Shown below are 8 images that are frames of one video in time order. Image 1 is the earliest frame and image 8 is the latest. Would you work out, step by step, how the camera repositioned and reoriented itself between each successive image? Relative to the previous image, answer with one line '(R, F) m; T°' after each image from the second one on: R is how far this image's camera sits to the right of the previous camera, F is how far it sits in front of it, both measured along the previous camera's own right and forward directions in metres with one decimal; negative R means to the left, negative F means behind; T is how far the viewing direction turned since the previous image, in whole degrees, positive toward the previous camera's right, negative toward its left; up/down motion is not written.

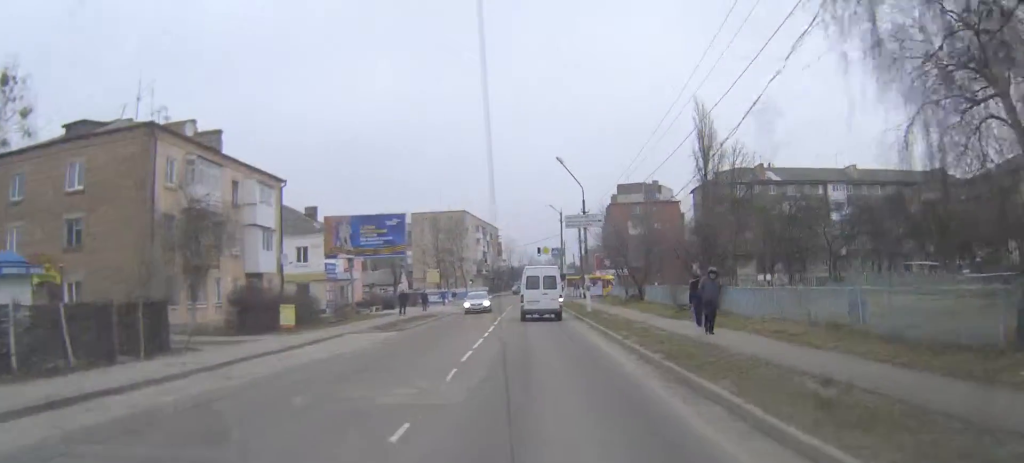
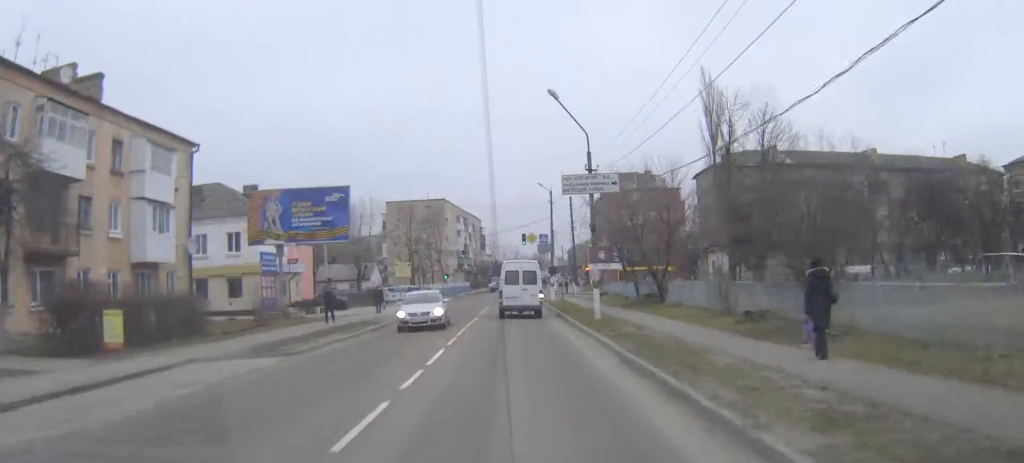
(+0.2, +13.1) m; +2°
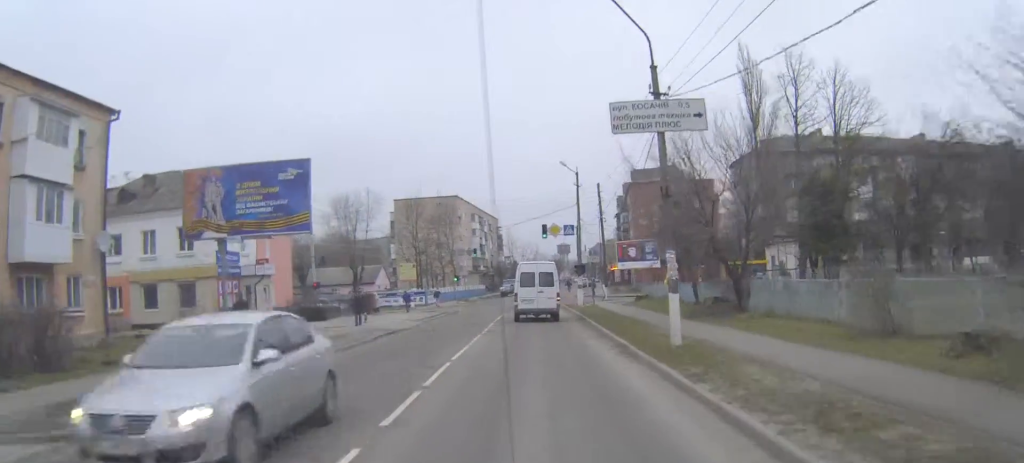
(+0.2, +11.0) m; +1°
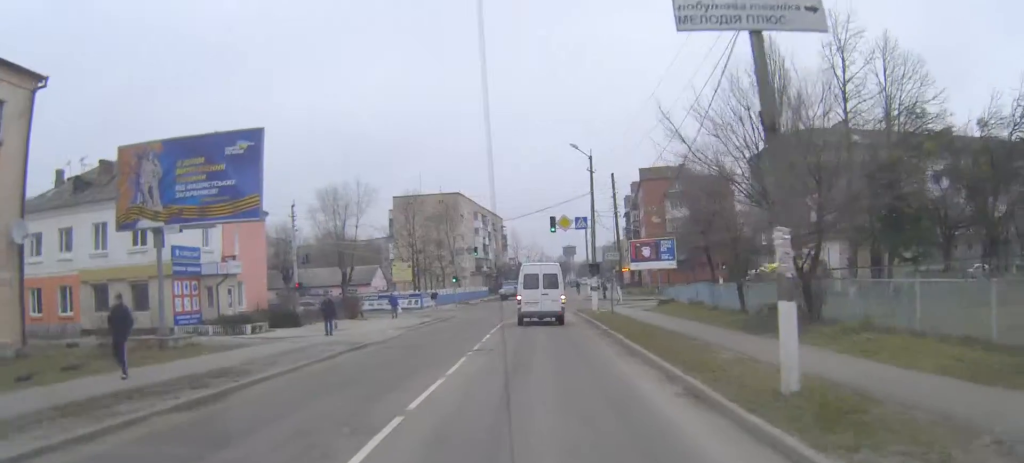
(0.0, +6.4) m; -1°
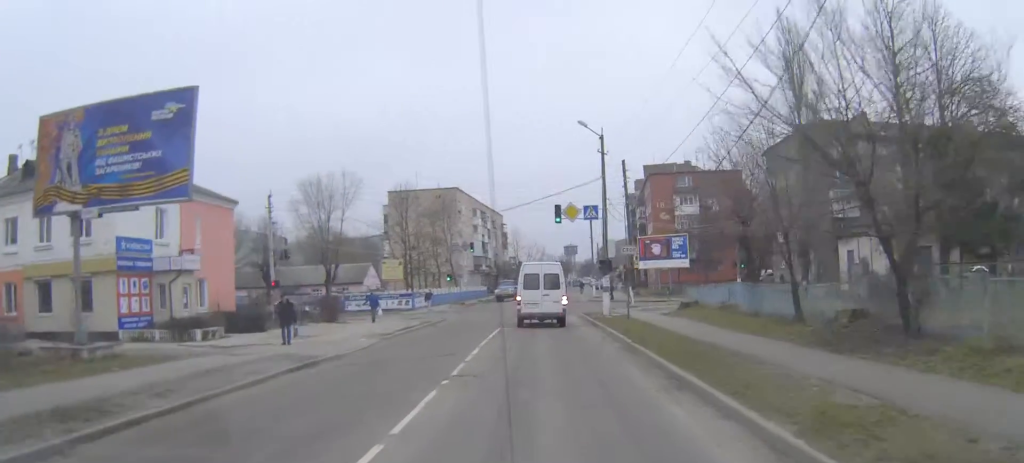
(0.0, +5.7) m; -1°
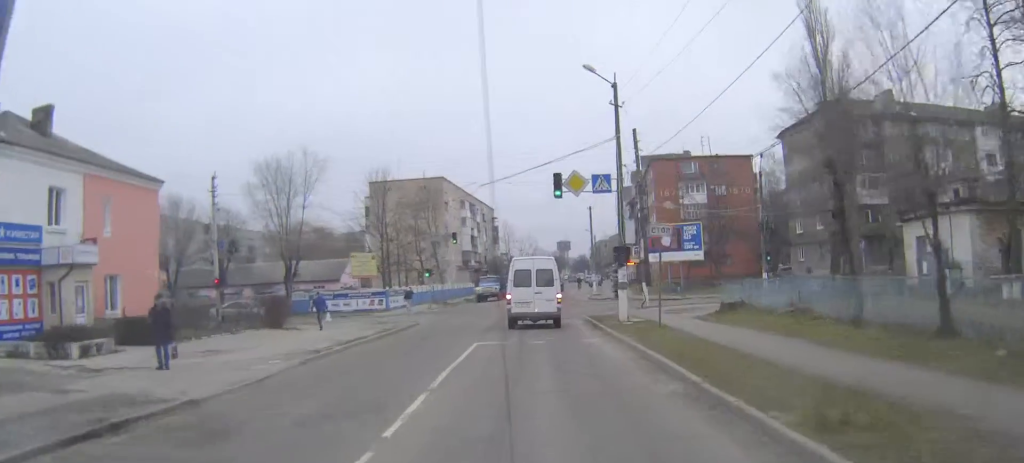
(-0.2, +8.8) m; -1°
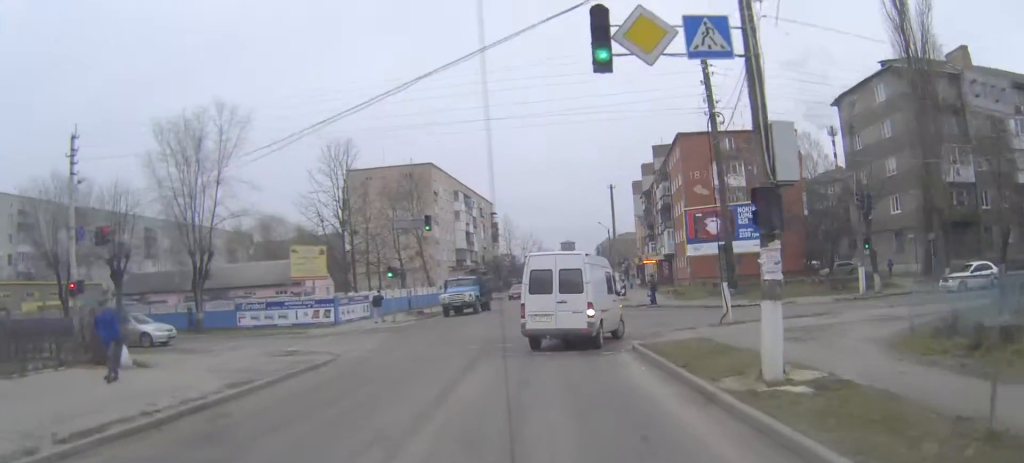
(0.0, +16.0) m; 0°
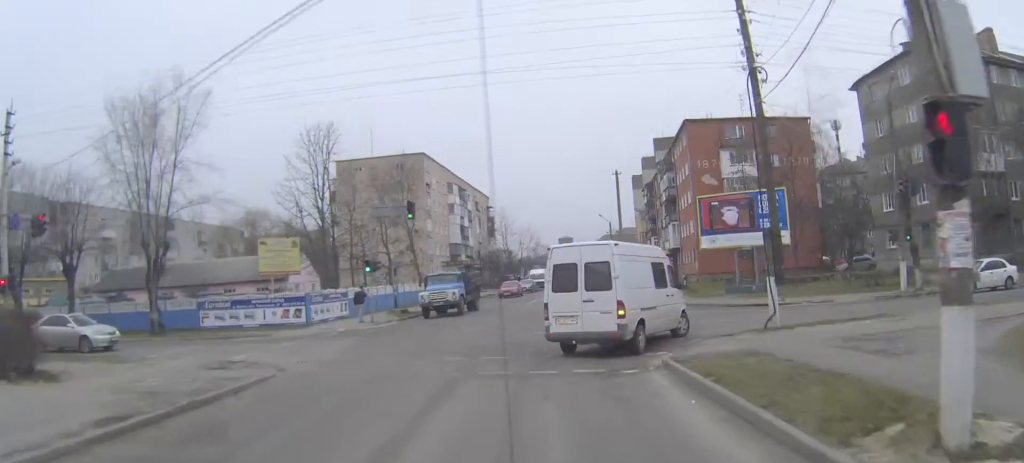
(0.0, +4.9) m; 0°
